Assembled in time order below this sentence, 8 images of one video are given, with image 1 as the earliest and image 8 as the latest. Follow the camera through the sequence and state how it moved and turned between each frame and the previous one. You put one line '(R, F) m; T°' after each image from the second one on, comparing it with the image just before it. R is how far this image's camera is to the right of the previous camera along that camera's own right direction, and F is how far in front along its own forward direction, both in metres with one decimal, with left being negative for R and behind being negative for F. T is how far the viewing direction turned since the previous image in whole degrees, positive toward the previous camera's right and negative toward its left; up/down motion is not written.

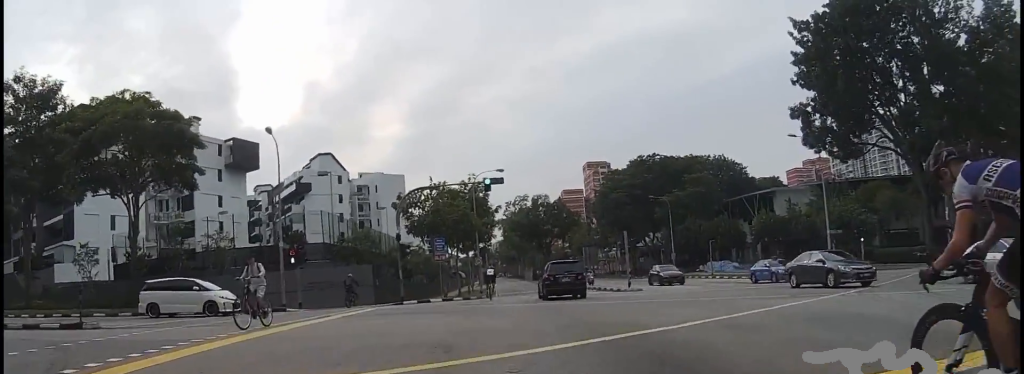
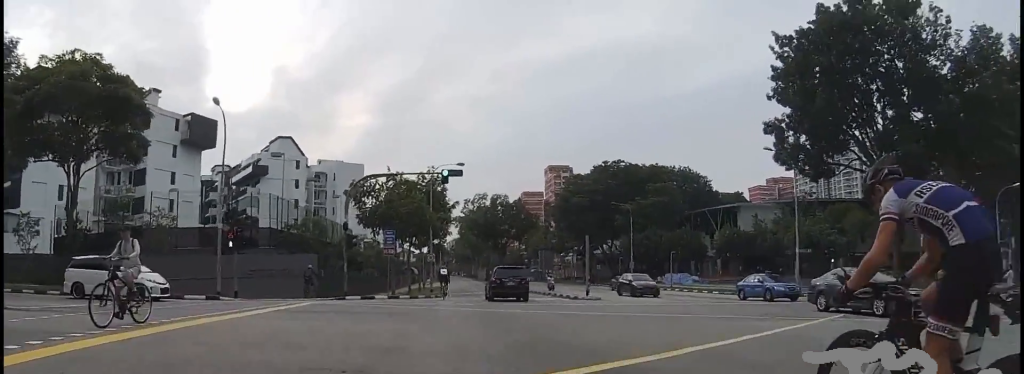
(0.0, +2.3) m; -4°
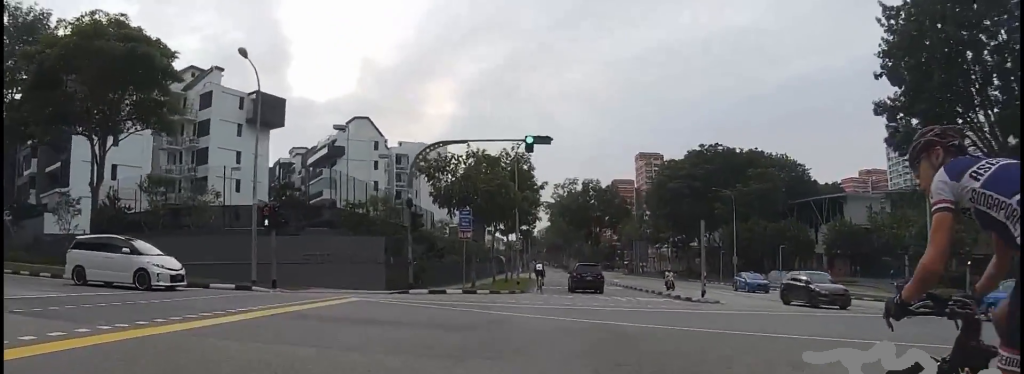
(-0.6, +5.8) m; -5°
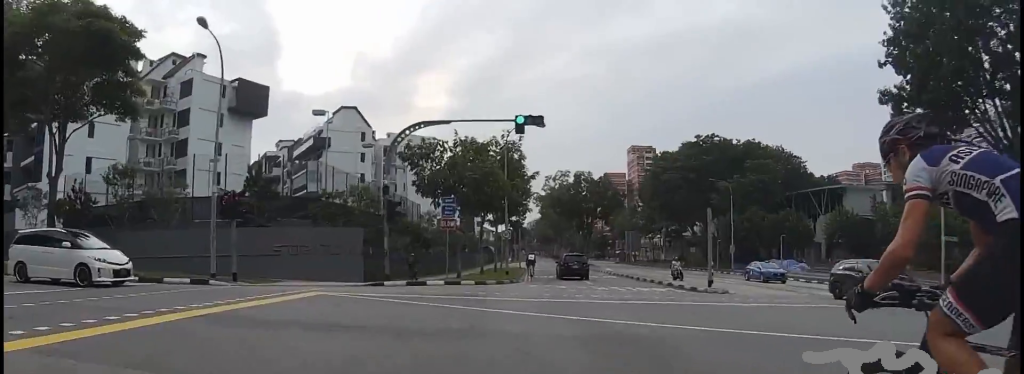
(-0.1, +2.6) m; +3°
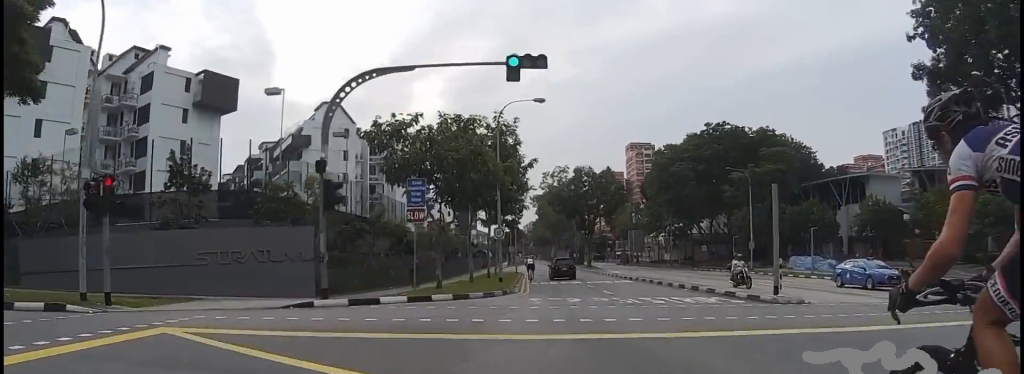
(+0.6, +6.8) m; +9°
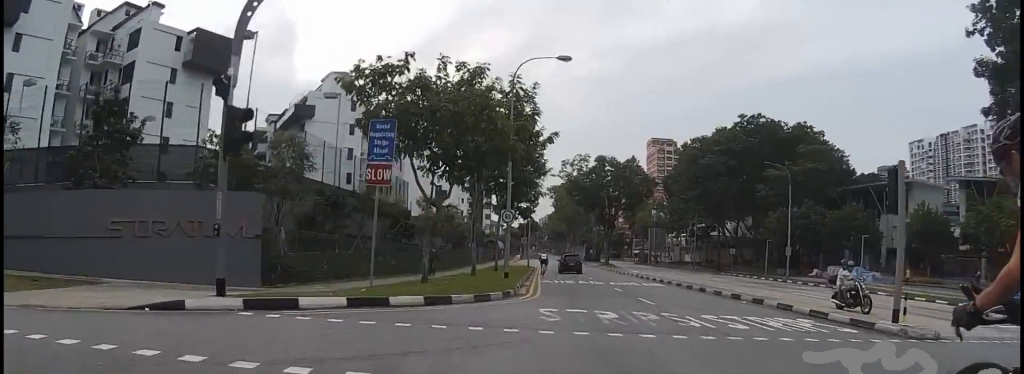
(+0.3, +5.9) m; -1°
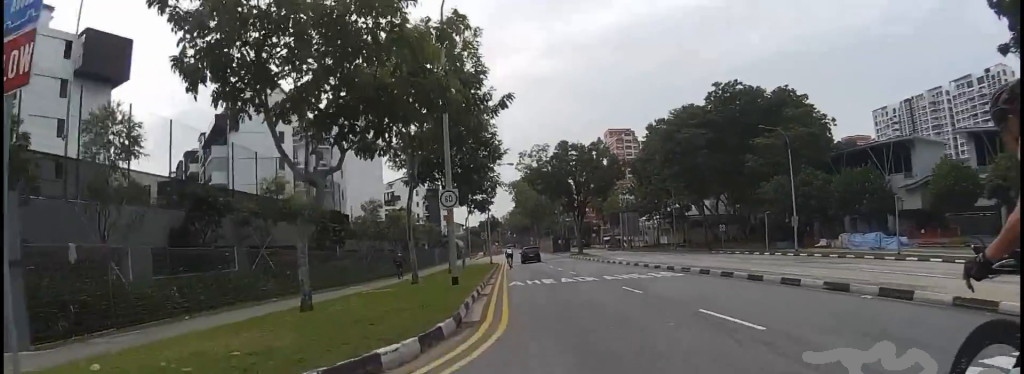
(-0.7, +8.3) m; -9°
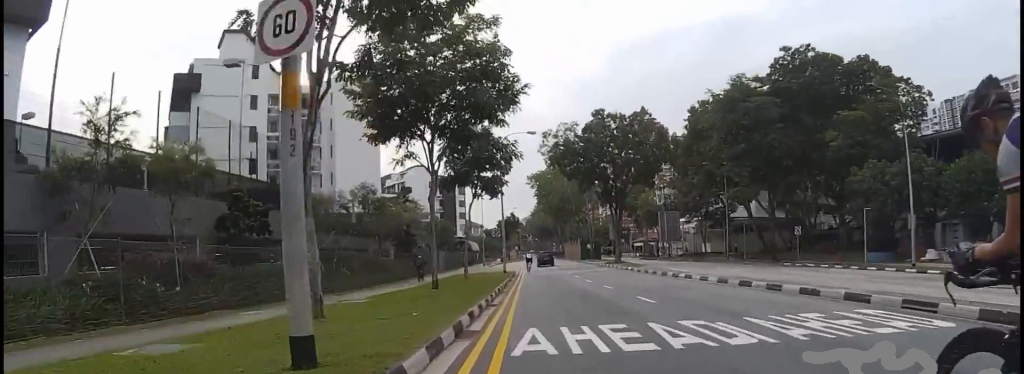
(+0.1, +12.2) m; +7°
